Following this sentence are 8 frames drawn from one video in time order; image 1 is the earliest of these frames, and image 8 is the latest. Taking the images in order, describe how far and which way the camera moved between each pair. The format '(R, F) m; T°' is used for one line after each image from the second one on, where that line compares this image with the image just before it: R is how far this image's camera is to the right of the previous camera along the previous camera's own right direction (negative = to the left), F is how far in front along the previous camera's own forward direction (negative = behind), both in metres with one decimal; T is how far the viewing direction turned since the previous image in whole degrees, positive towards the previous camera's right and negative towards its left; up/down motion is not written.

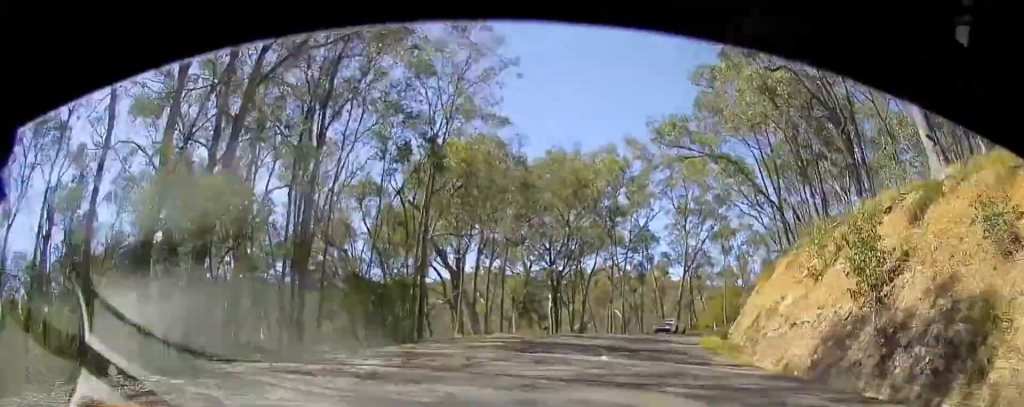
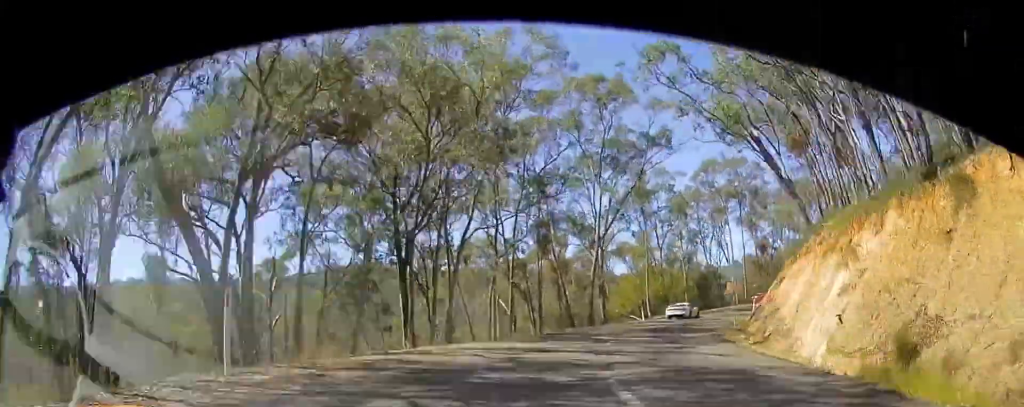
(+0.5, +18.9) m; +8°
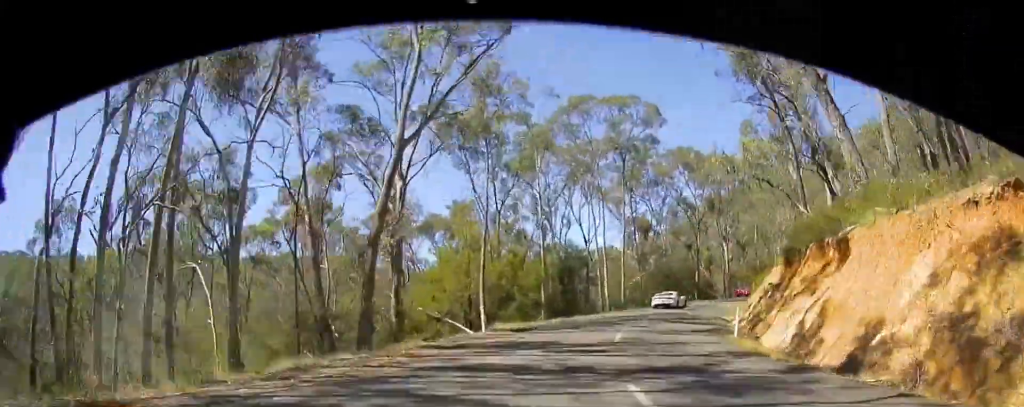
(+3.6, +23.7) m; +20°
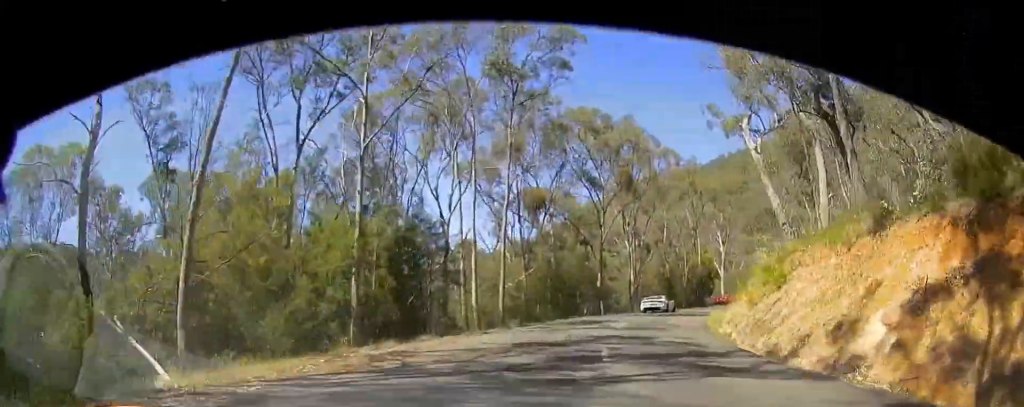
(+3.1, +18.6) m; +17°
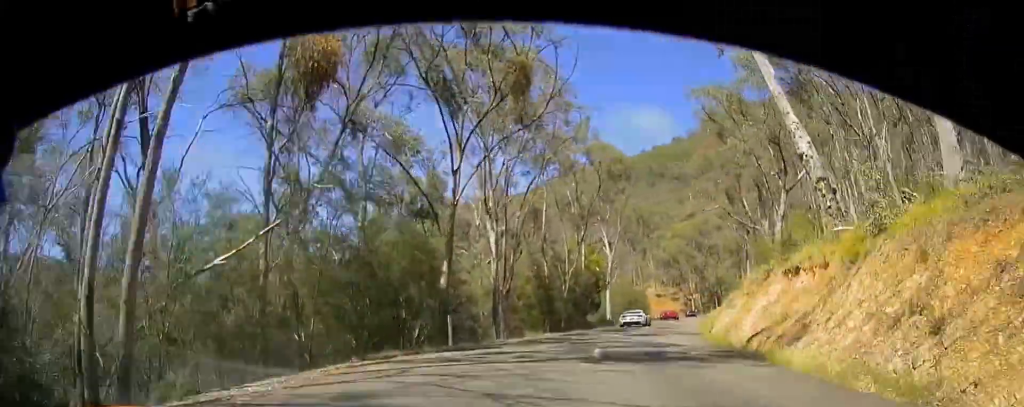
(+2.8, +19.8) m; +14°
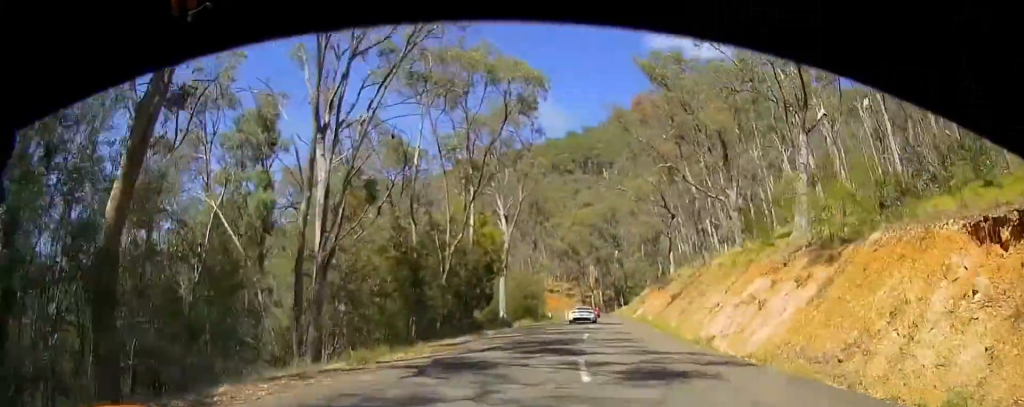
(+1.5, +16.7) m; +9°
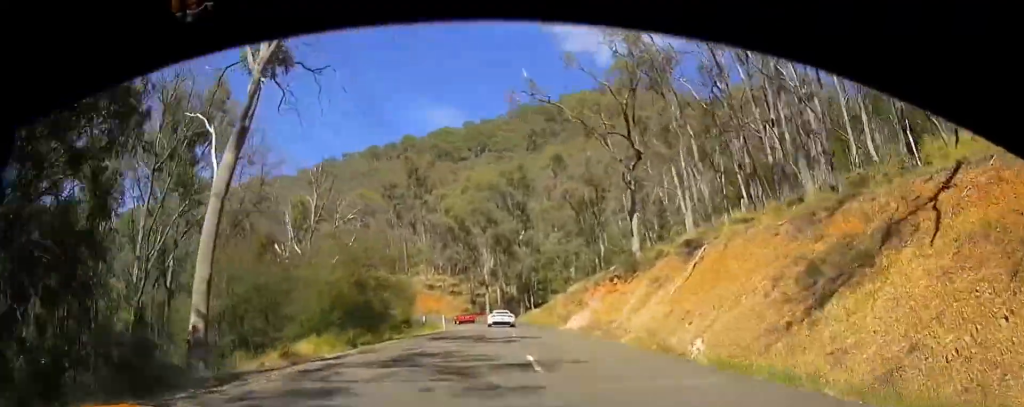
(+3.7, +33.4) m; +9°
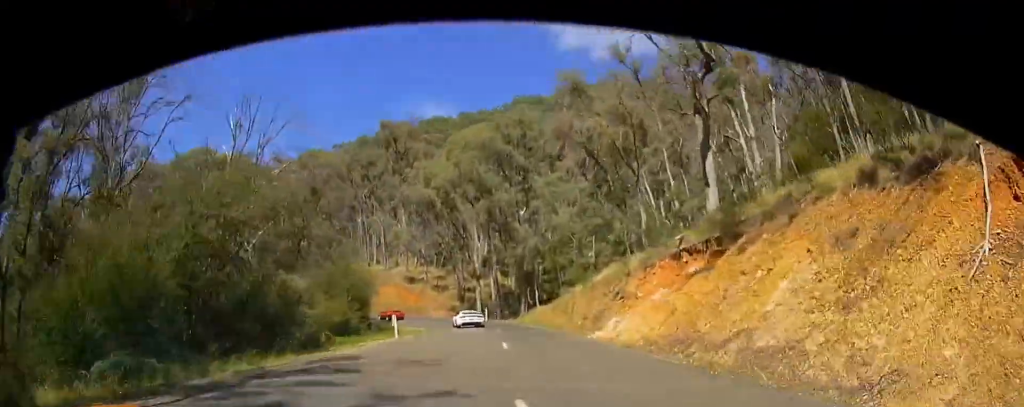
(+0.1, +18.1) m; -1°
